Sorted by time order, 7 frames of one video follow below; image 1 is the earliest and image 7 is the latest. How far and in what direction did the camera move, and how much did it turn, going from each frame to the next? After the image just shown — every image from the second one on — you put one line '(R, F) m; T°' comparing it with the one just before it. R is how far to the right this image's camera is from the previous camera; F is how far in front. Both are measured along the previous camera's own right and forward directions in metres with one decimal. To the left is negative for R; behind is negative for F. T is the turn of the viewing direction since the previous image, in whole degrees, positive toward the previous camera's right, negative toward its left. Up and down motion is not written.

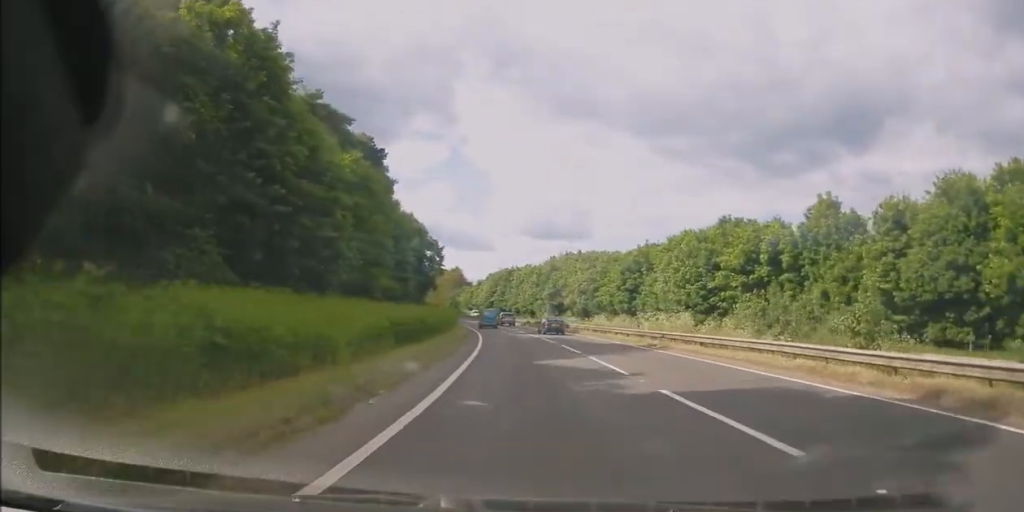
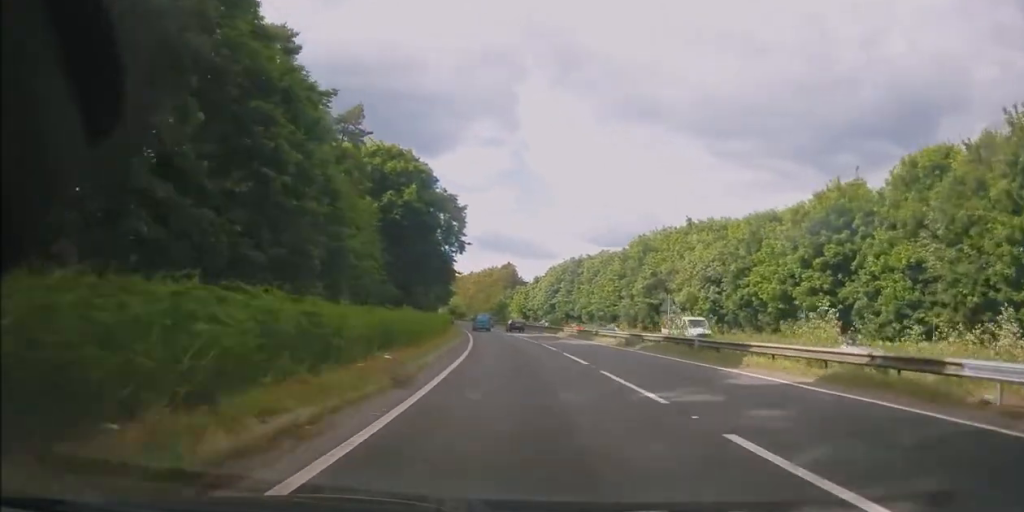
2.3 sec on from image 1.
(-2.3, +50.1) m; -6°
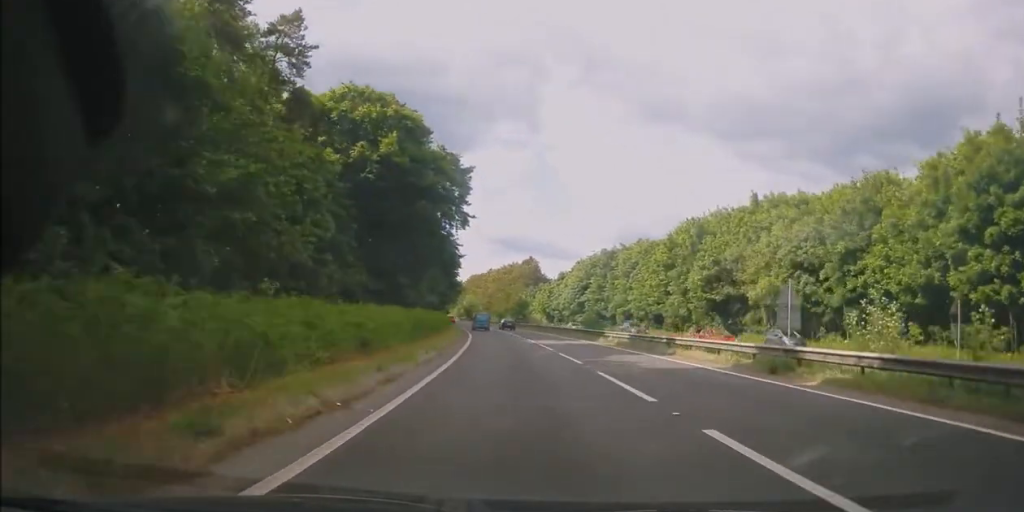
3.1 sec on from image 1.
(-0.4, +17.9) m; -2°
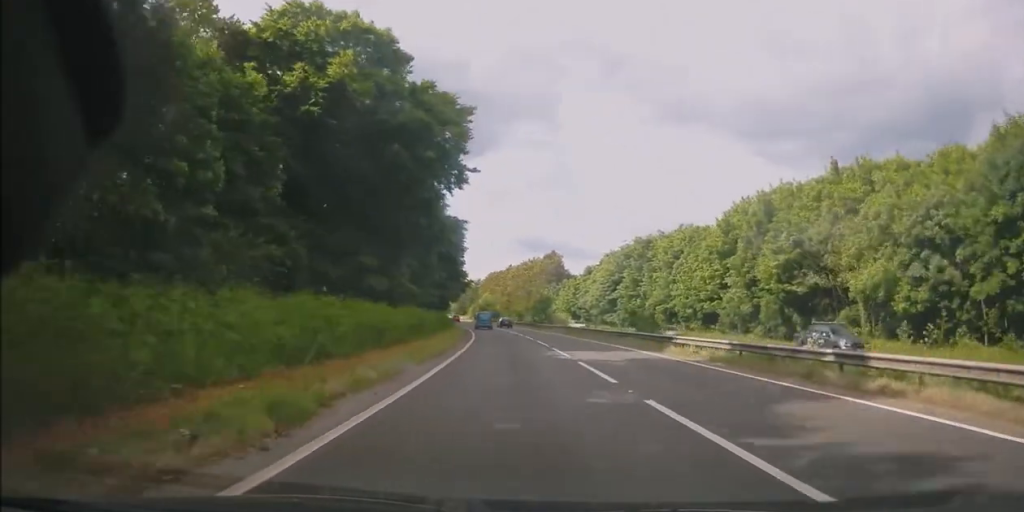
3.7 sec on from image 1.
(-0.2, +15.0) m; -1°
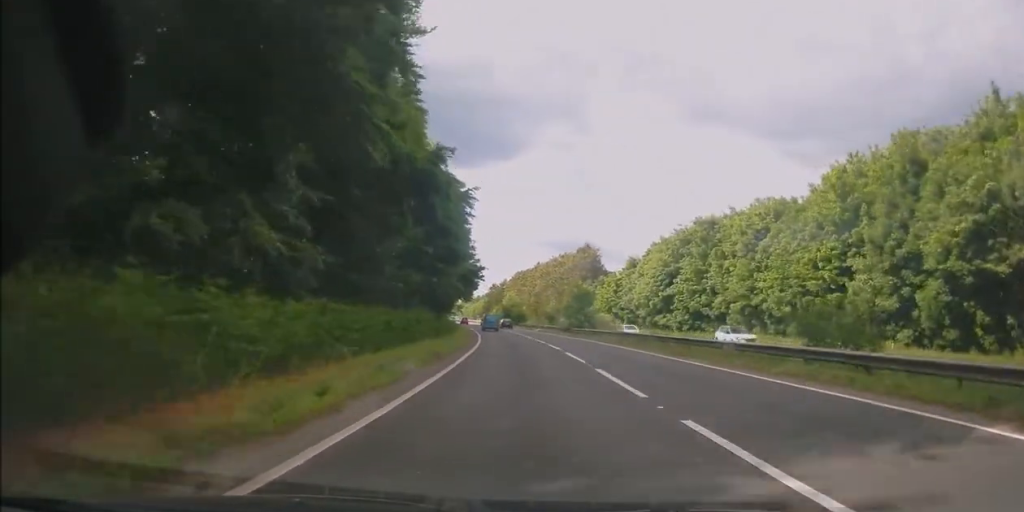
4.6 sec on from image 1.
(-0.1, +20.2) m; -2°
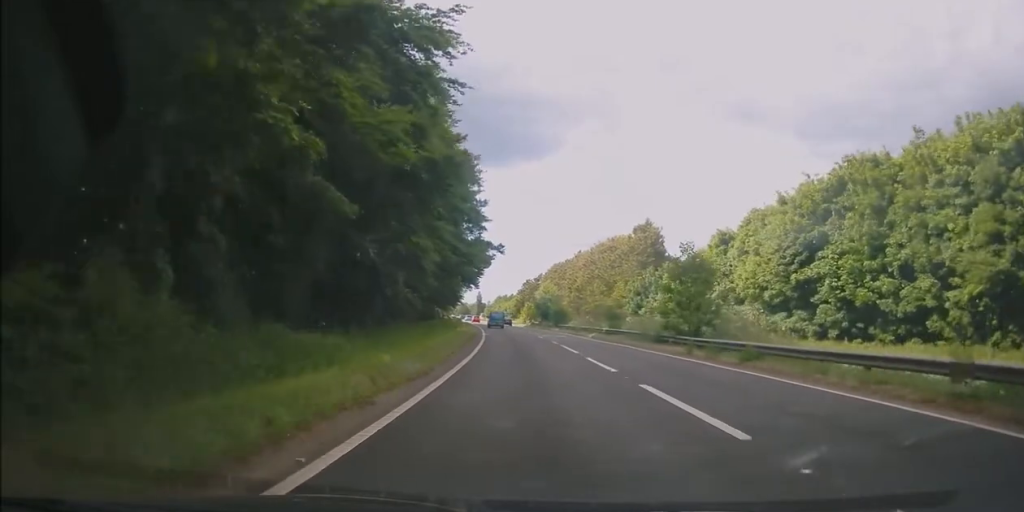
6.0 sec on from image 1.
(-1.1, +31.0) m; -4°
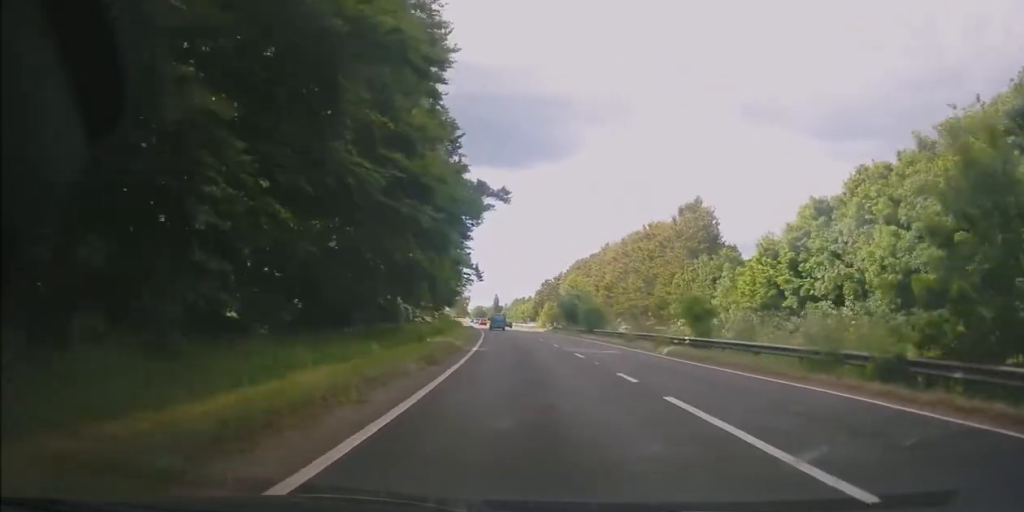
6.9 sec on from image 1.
(-0.5, +20.2) m; -2°
